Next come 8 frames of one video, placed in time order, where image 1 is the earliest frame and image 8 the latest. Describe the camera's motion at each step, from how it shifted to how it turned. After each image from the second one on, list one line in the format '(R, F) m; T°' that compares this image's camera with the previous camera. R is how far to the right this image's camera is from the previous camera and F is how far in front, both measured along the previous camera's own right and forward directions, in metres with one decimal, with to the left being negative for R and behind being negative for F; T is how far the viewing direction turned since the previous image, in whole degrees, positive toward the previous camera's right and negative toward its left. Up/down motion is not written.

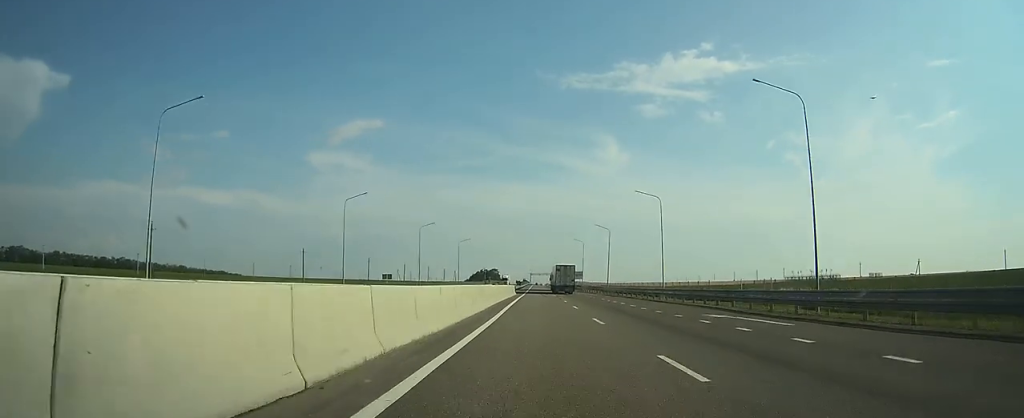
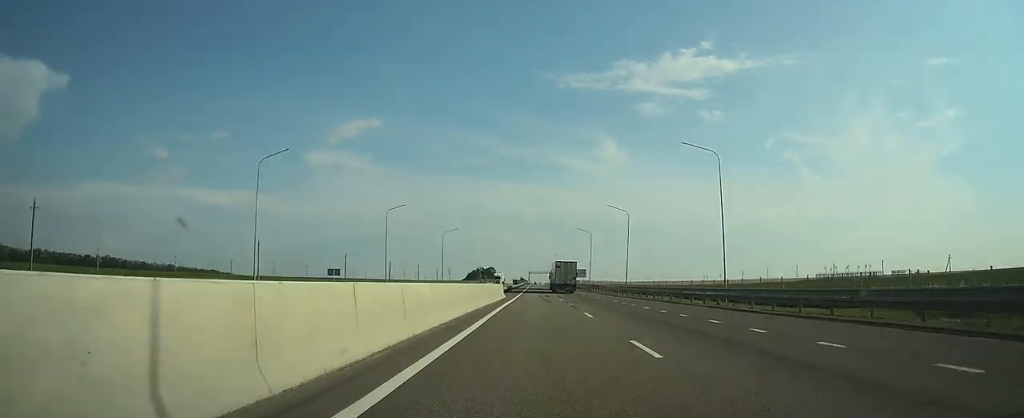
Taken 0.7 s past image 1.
(-0.1, +21.8) m; 0°
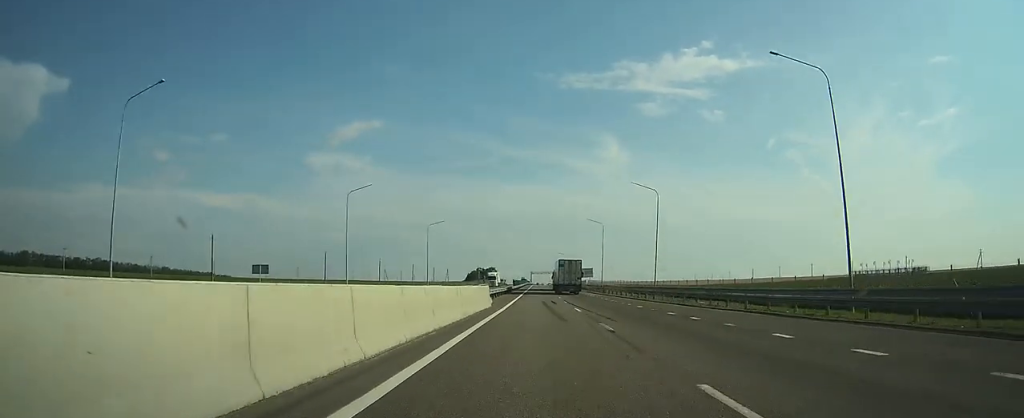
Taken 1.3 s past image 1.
(+0.1, +17.7) m; 0°
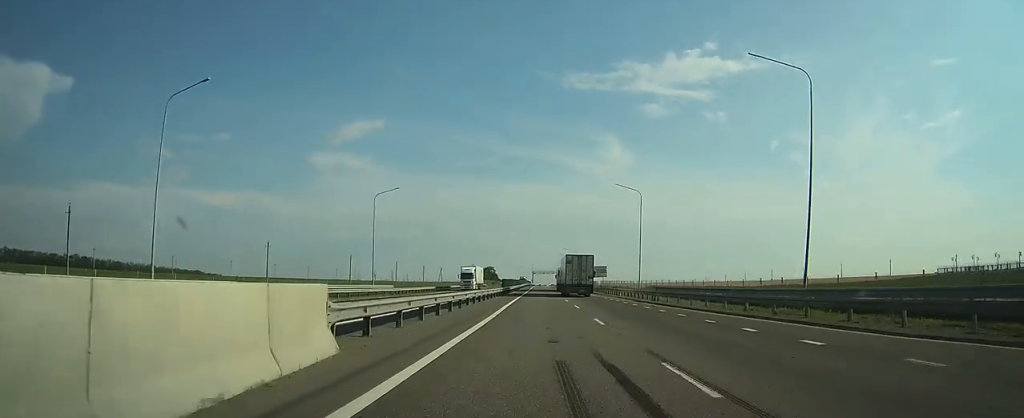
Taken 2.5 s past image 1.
(0.0, +34.2) m; 0°
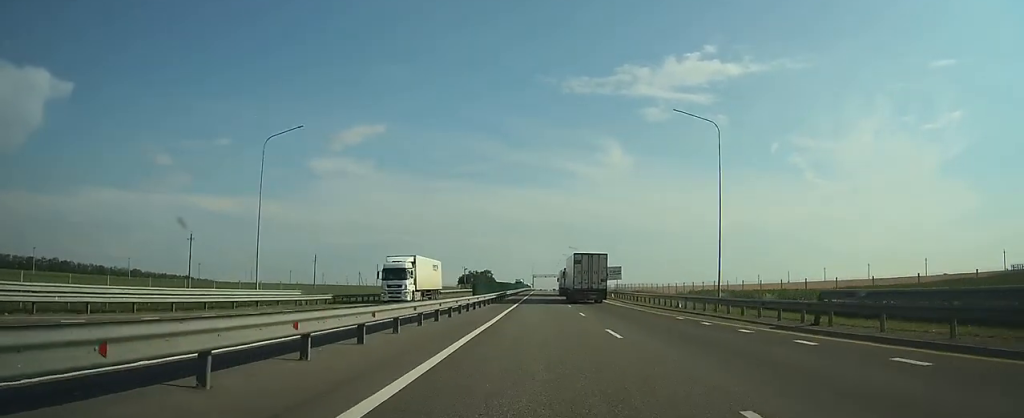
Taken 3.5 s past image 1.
(0.0, +27.9) m; 0°
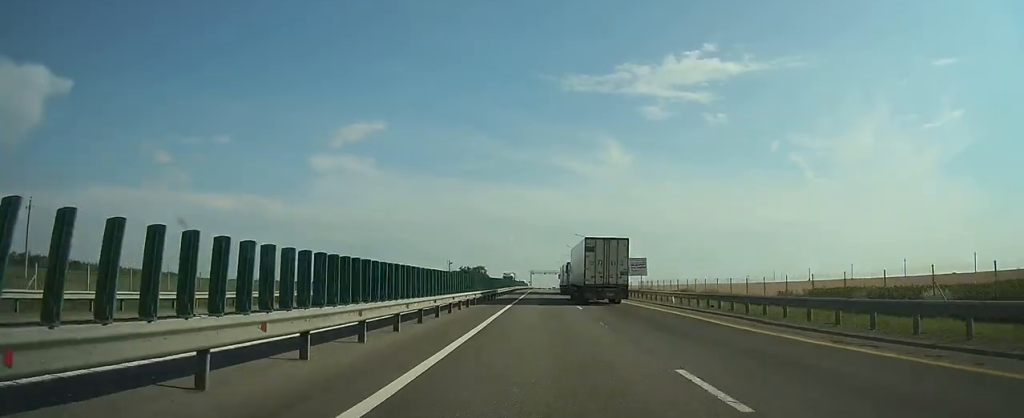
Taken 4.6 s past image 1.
(+0.2, +33.3) m; 0°
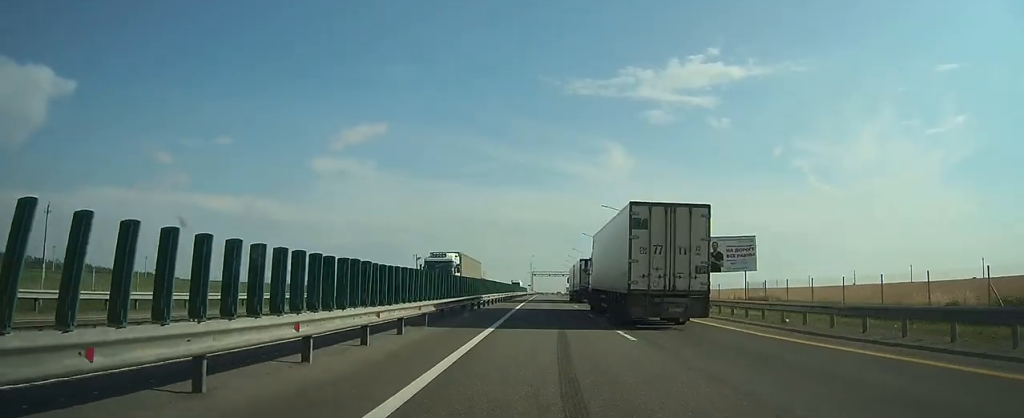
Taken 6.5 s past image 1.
(-0.4, +51.3) m; 0°
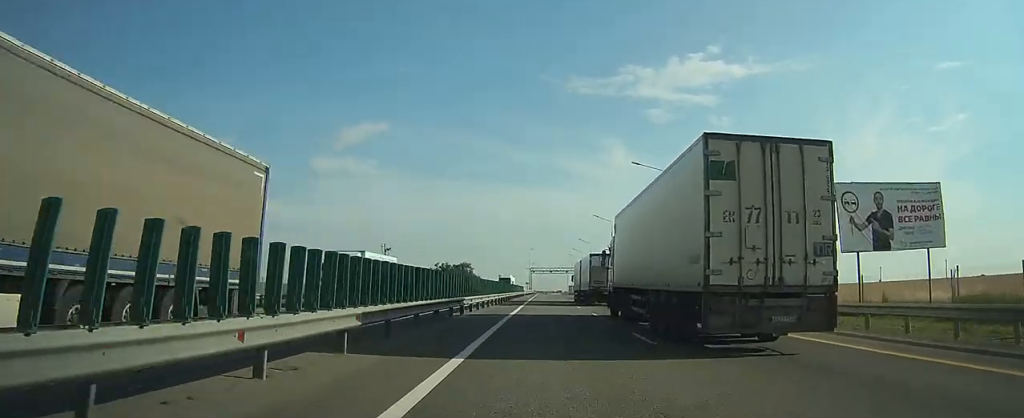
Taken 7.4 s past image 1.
(0.0, +25.9) m; 0°
